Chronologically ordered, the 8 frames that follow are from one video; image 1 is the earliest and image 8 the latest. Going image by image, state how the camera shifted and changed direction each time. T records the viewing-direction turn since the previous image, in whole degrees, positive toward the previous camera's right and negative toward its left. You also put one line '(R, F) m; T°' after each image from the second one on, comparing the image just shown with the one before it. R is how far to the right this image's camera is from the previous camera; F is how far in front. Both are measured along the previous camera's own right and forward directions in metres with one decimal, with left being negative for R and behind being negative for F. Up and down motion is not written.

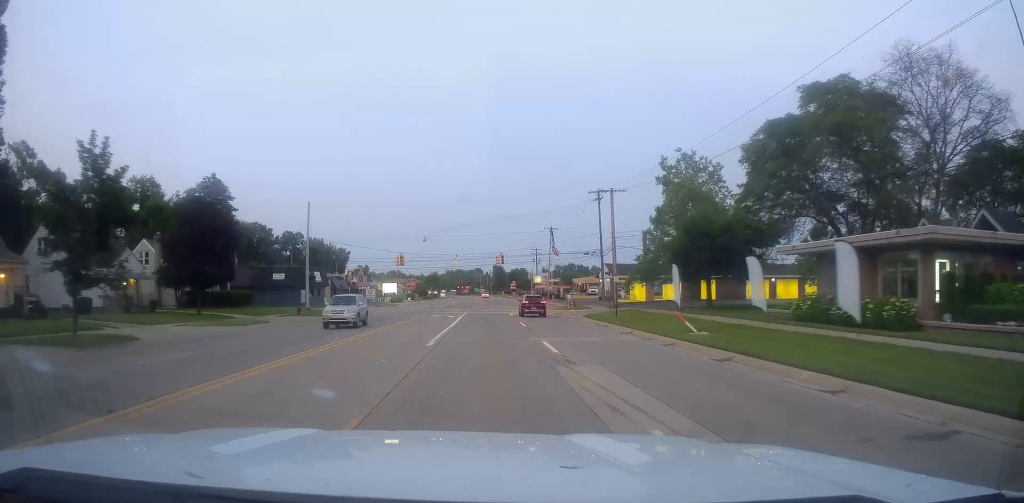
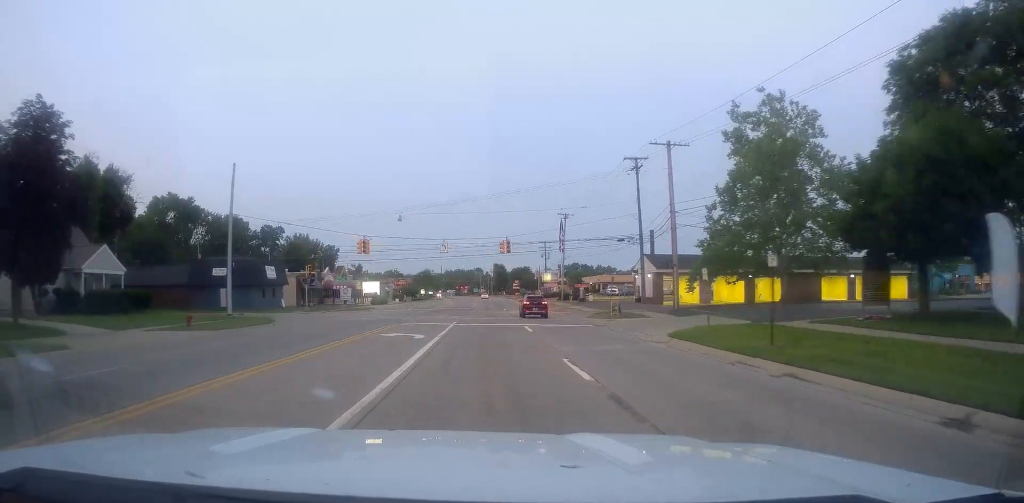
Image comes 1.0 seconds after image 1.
(+0.3, +20.0) m; +2°
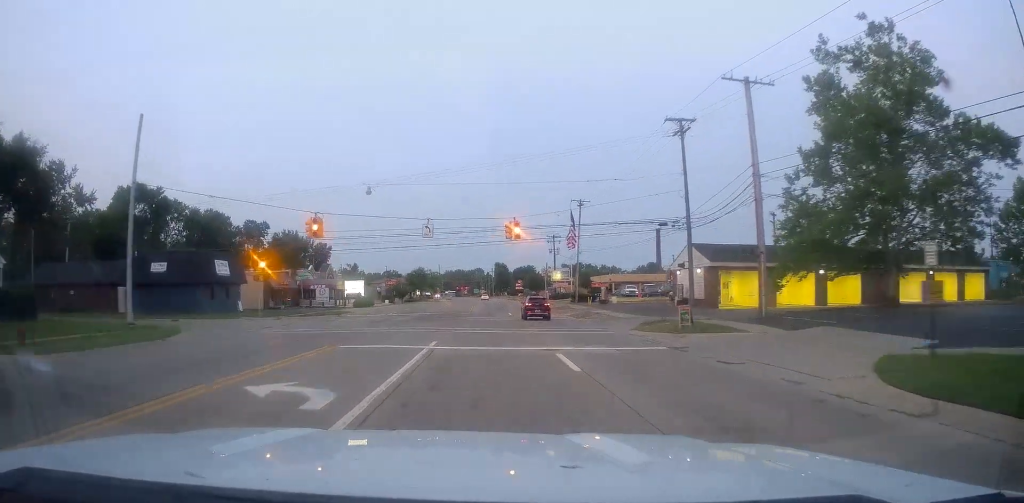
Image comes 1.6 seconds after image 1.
(+0.3, +13.8) m; -1°
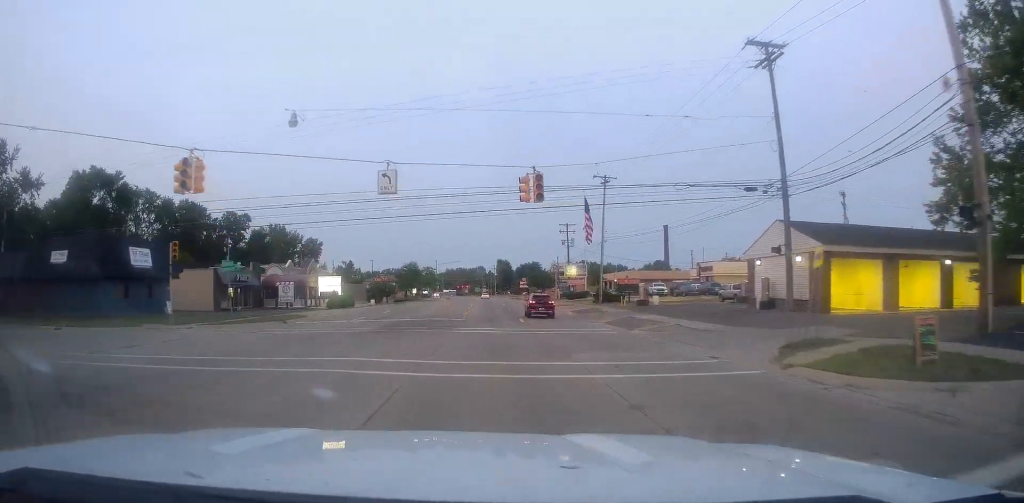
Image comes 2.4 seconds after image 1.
(-0.2, +15.0) m; -1°
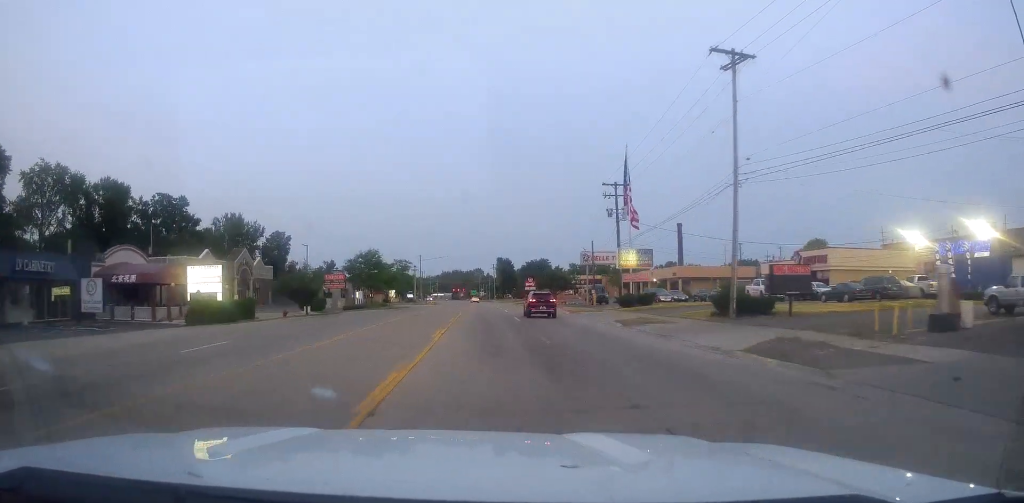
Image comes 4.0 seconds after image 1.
(-0.7, +33.9) m; +1°
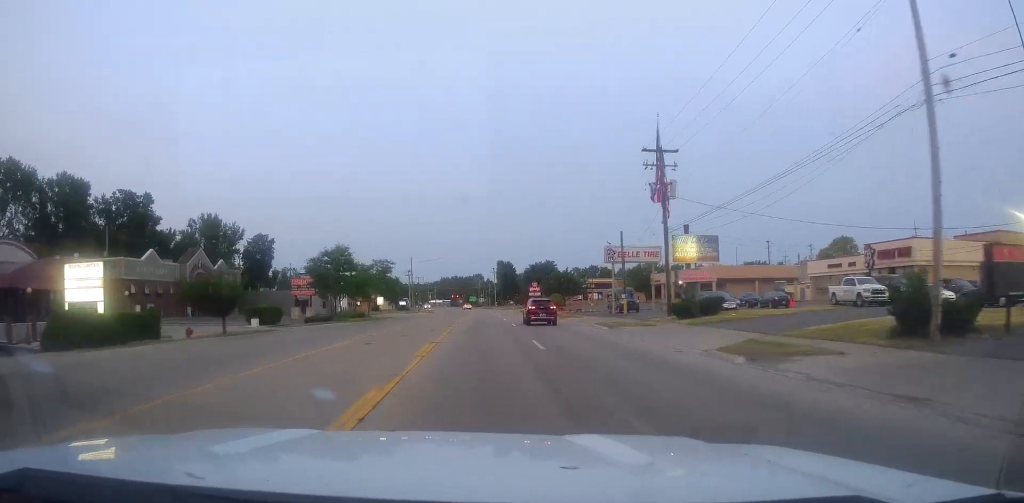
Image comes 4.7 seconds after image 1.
(+0.6, +14.2) m; +1°
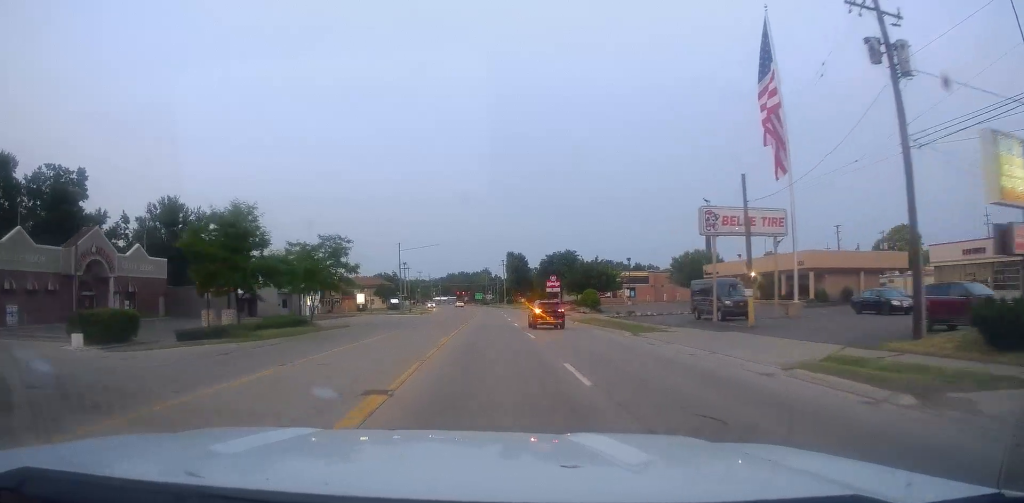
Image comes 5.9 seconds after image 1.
(-0.2, +23.6) m; -2°
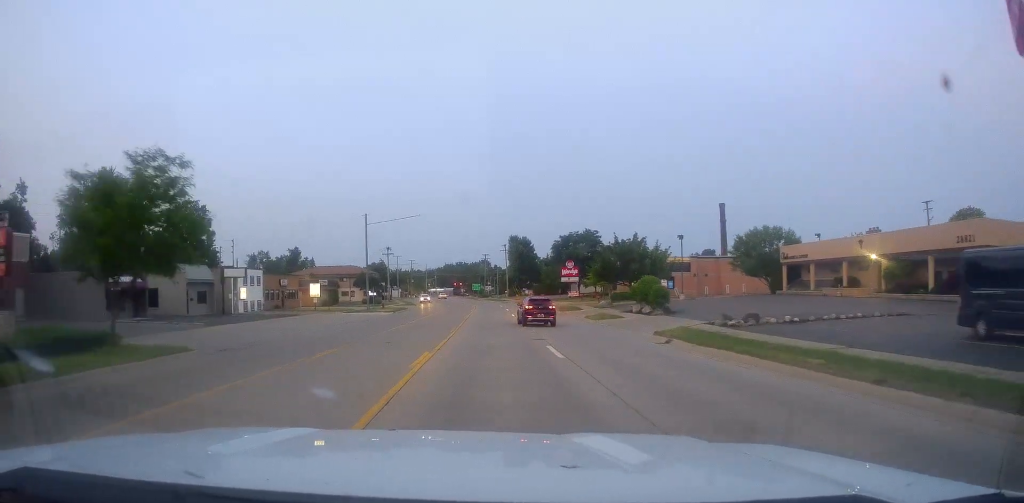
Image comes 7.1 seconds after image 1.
(-0.5, +24.0) m; -1°
